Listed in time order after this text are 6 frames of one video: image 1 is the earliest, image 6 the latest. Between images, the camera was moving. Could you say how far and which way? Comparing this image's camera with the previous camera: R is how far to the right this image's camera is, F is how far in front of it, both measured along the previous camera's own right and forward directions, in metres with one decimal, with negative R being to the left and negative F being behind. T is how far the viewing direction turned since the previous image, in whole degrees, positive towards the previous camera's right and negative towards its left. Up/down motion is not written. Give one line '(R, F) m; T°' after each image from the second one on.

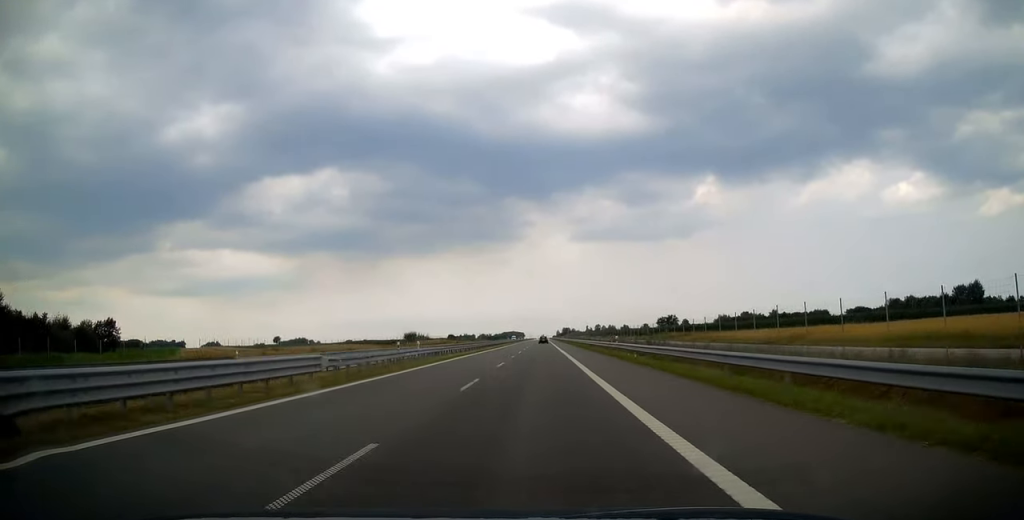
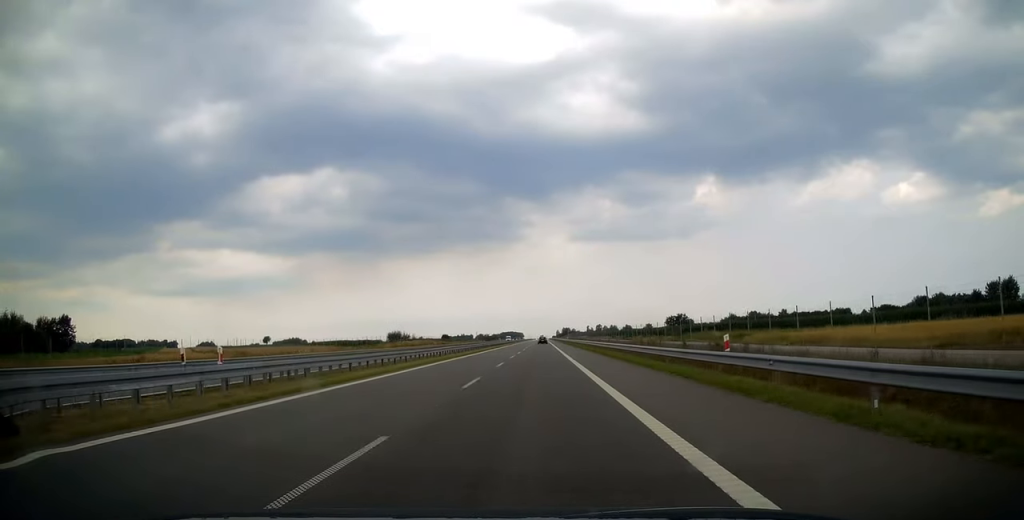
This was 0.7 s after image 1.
(-0.4, +23.4) m; 0°
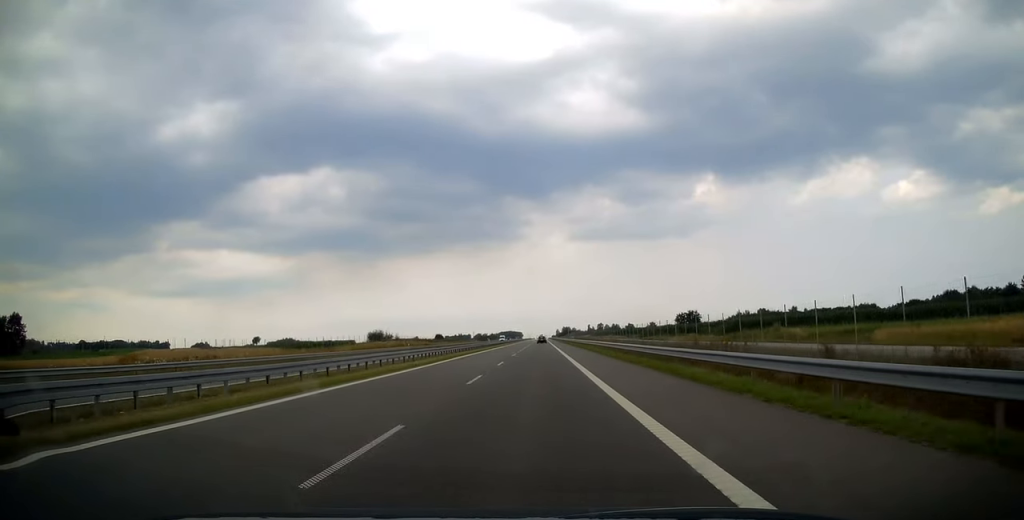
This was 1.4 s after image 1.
(+0.1, +22.8) m; 0°
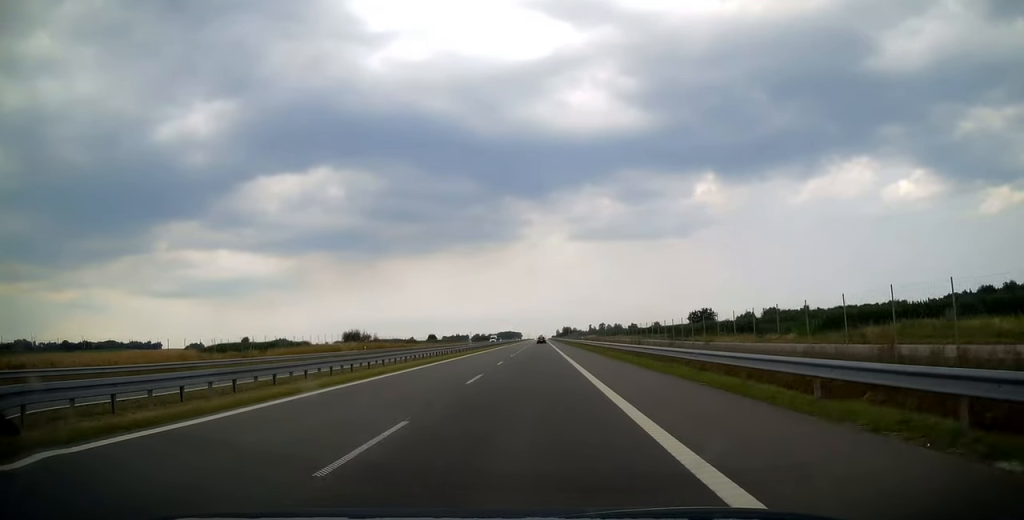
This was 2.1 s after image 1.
(+0.2, +23.4) m; 0°
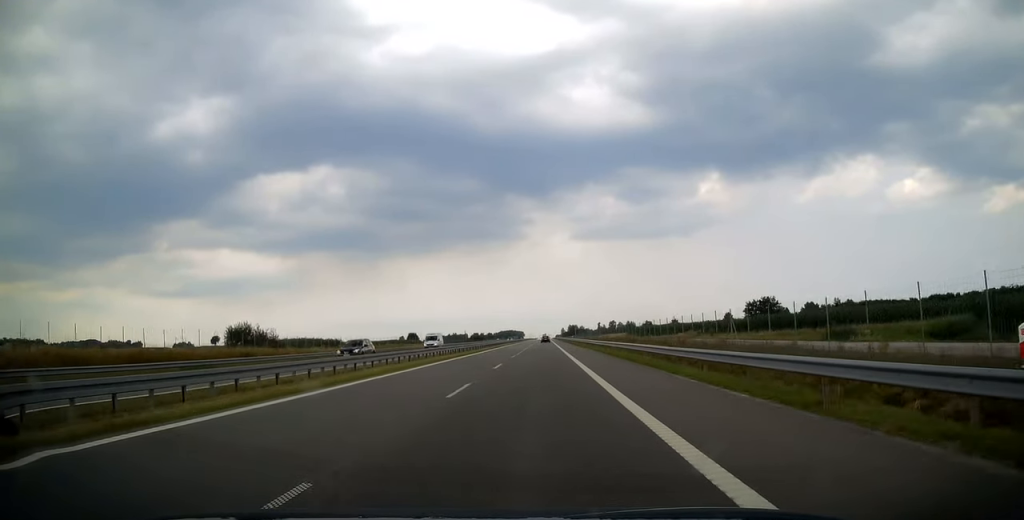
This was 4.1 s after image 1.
(0.0, +64.1) m; 0°
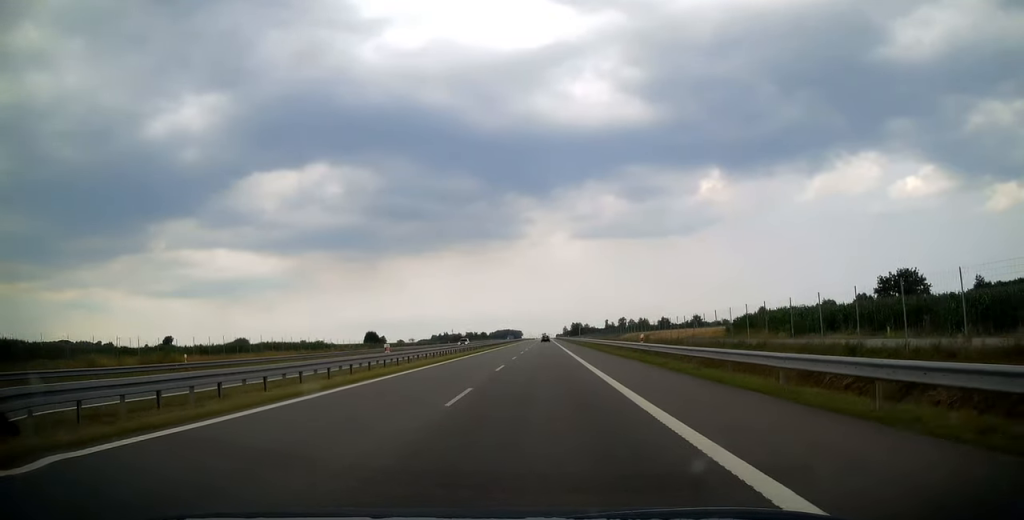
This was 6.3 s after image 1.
(0.0, +73.2) m; 0°
